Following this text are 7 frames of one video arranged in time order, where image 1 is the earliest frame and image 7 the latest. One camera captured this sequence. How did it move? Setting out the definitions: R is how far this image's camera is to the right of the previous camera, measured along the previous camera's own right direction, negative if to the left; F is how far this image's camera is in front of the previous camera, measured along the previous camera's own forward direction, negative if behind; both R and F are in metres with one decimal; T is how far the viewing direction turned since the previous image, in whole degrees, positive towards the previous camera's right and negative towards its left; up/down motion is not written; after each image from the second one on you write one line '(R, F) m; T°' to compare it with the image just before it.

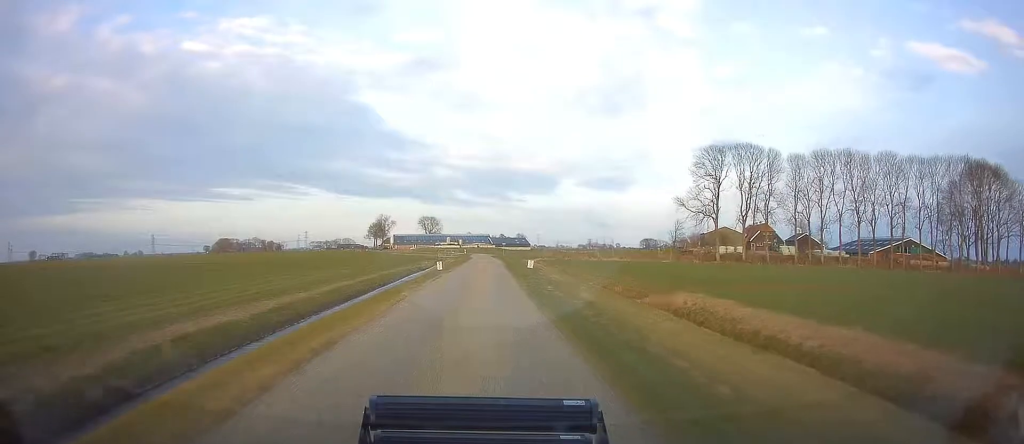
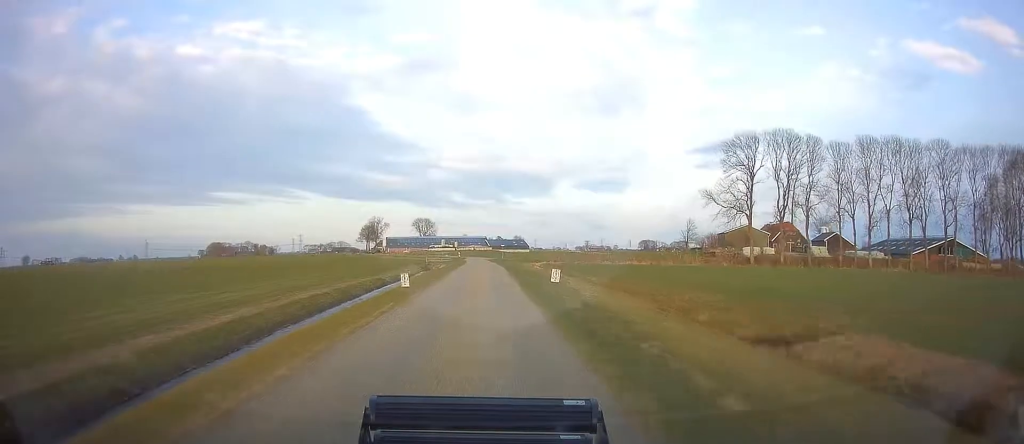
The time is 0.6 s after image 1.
(-0.1, +16.0) m; 0°
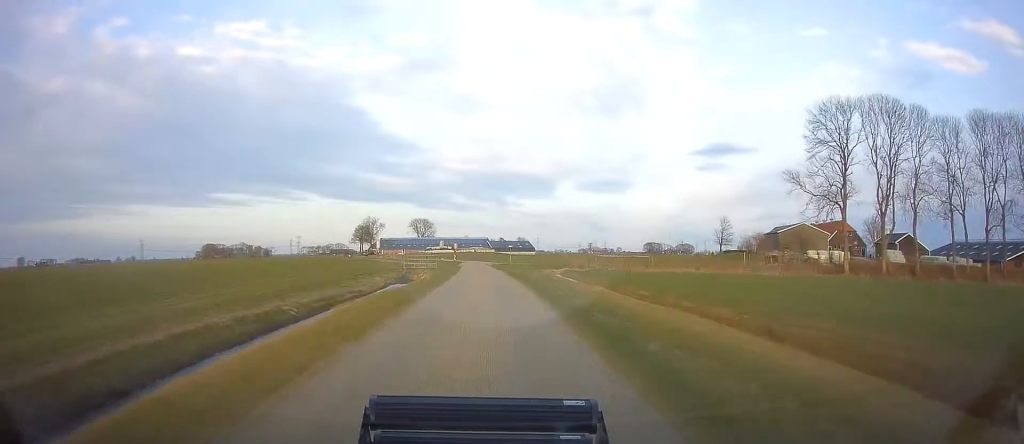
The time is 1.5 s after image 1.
(+0.1, +25.9) m; +1°
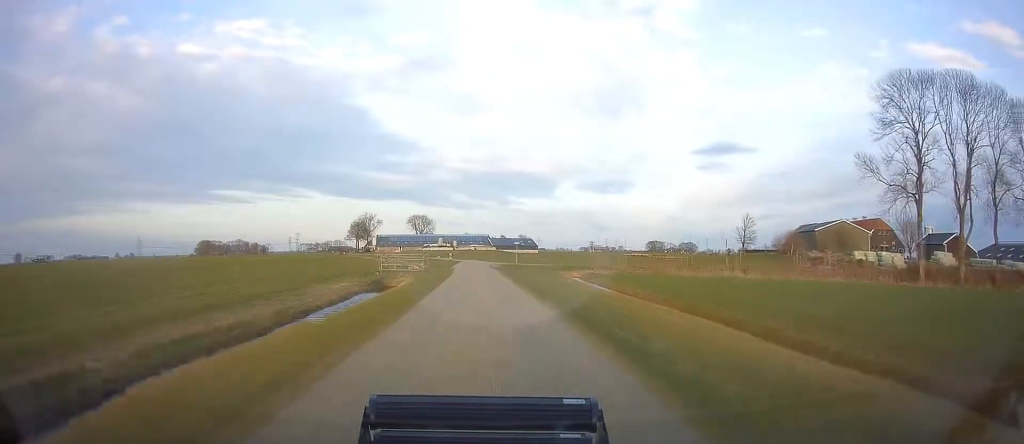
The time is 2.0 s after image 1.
(0.0, +13.3) m; 0°
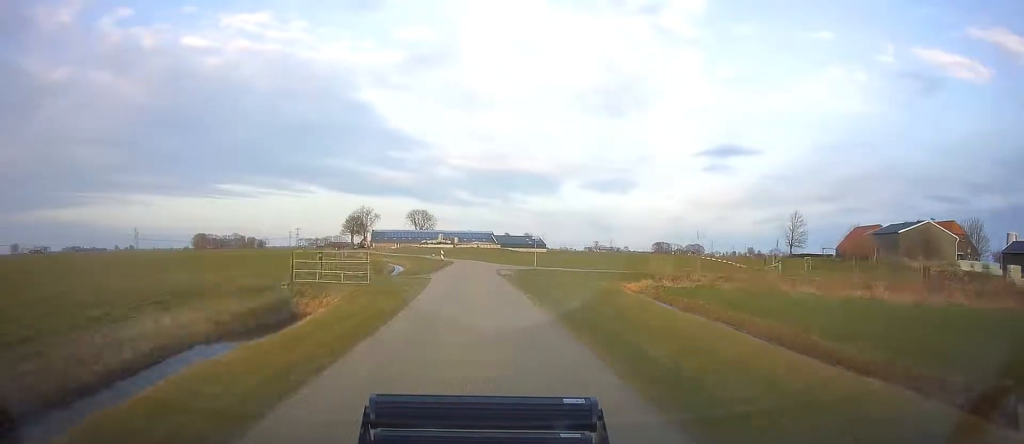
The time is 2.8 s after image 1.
(+0.1, +22.7) m; -1°
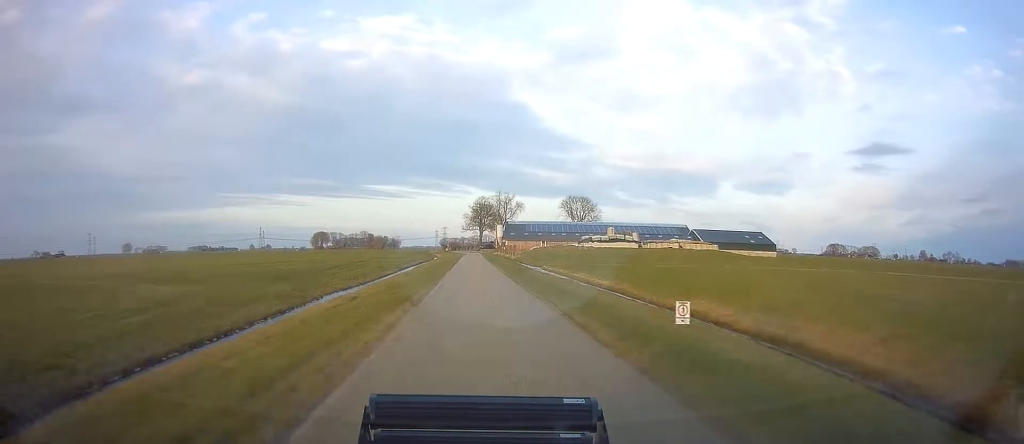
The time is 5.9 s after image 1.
(-10.6, +99.4) m; -13°
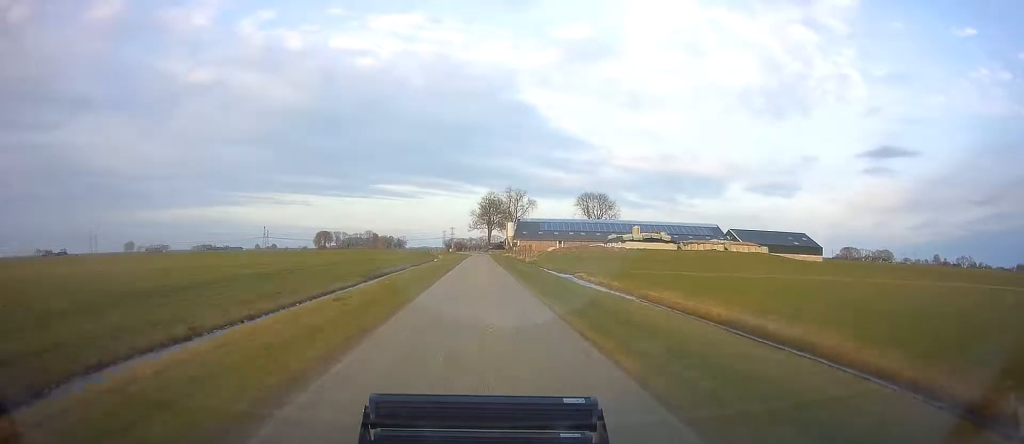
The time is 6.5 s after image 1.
(-0.5, +20.4) m; -1°
